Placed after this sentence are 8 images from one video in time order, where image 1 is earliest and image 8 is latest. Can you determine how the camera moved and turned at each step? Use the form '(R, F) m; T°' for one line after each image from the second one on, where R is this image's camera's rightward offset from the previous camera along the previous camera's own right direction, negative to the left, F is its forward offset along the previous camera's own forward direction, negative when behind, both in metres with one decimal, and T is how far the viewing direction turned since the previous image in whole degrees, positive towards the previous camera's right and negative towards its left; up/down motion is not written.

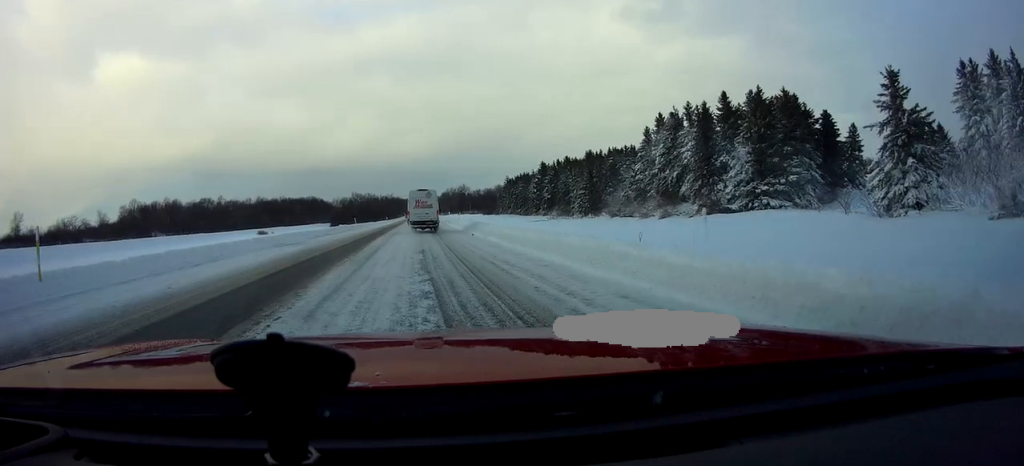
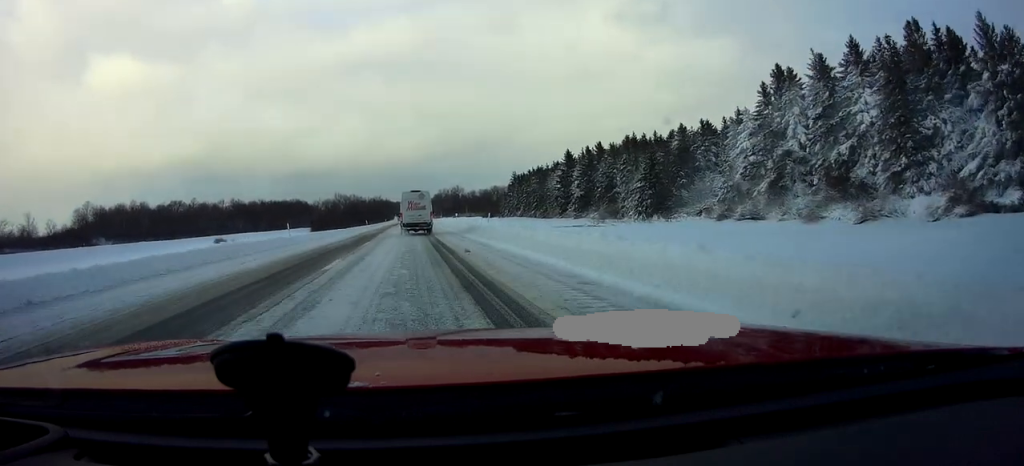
(-0.1, +34.2) m; +1°
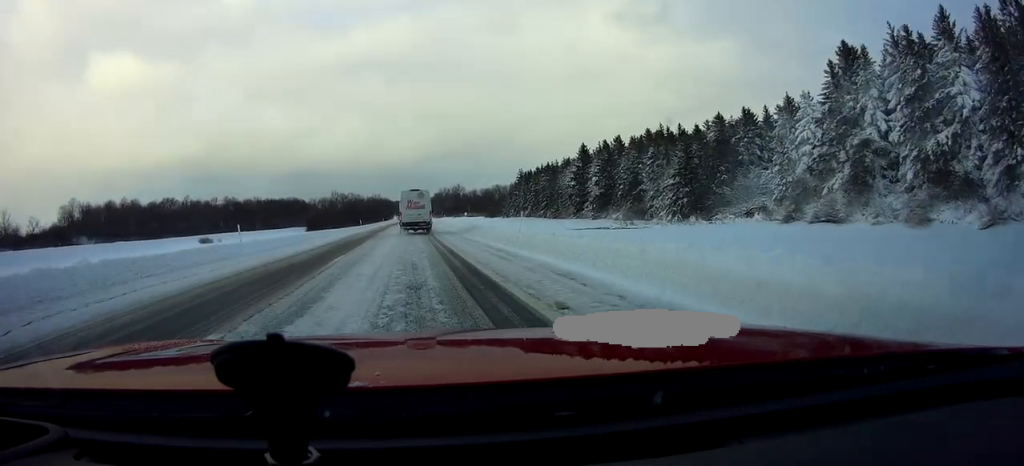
(+0.2, +10.9) m; +1°
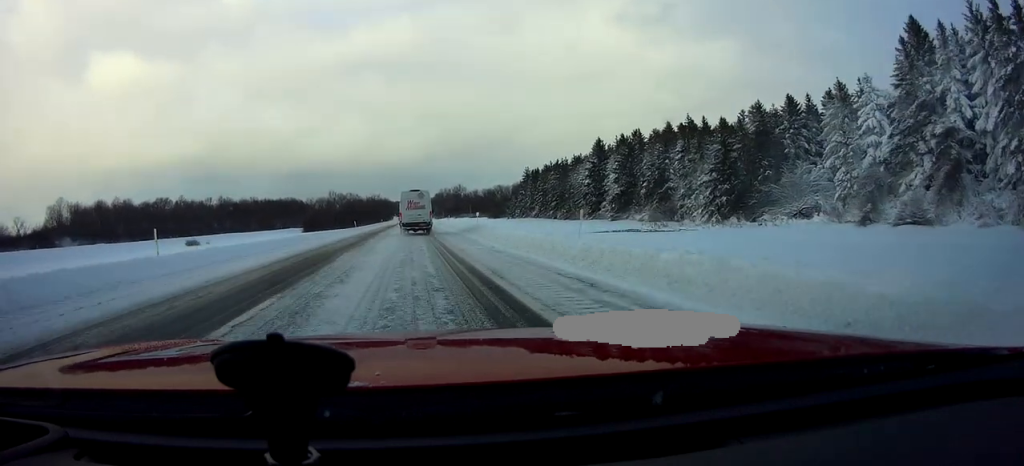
(+0.3, +9.2) m; 0°
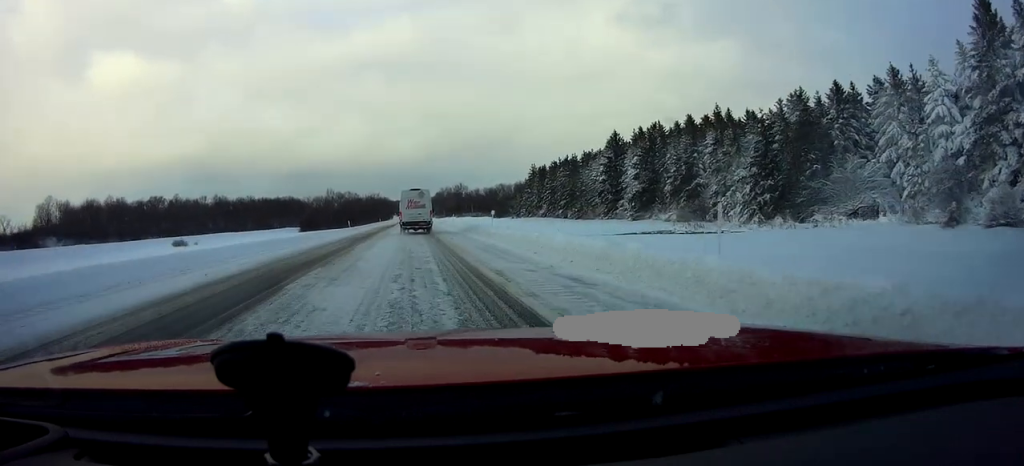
(-0.2, +8.0) m; 0°
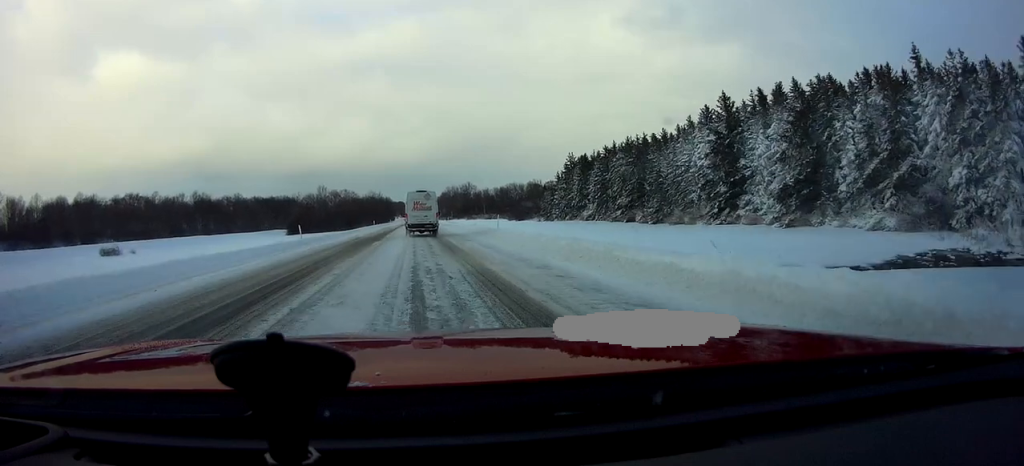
(0.0, +33.1) m; -1°
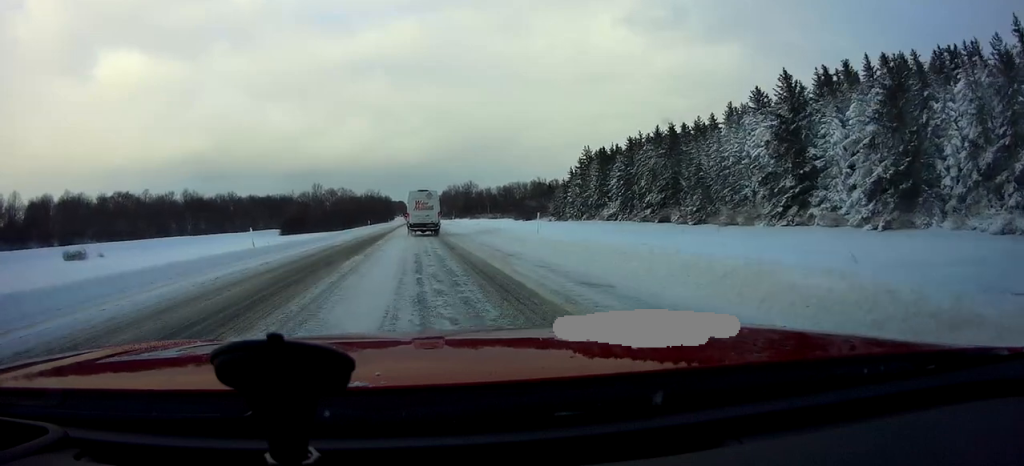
(-0.1, +11.4) m; -1°
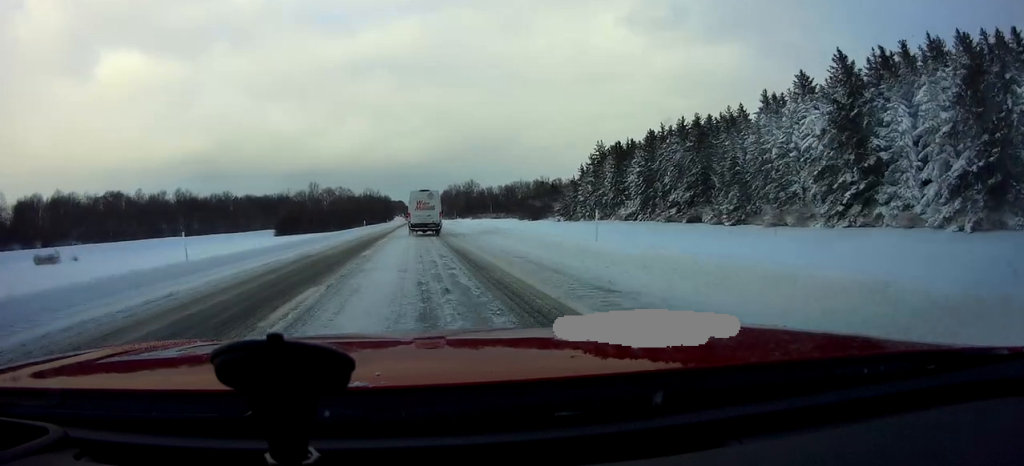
(-0.1, +8.1) m; +1°
